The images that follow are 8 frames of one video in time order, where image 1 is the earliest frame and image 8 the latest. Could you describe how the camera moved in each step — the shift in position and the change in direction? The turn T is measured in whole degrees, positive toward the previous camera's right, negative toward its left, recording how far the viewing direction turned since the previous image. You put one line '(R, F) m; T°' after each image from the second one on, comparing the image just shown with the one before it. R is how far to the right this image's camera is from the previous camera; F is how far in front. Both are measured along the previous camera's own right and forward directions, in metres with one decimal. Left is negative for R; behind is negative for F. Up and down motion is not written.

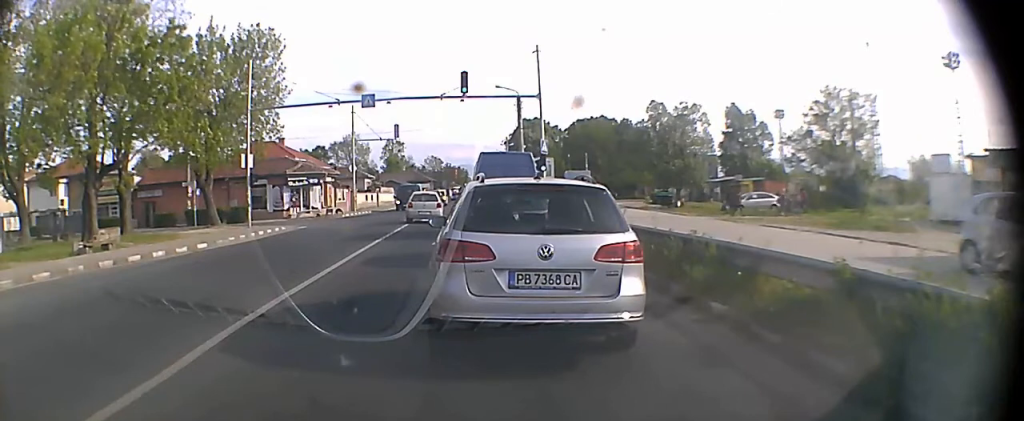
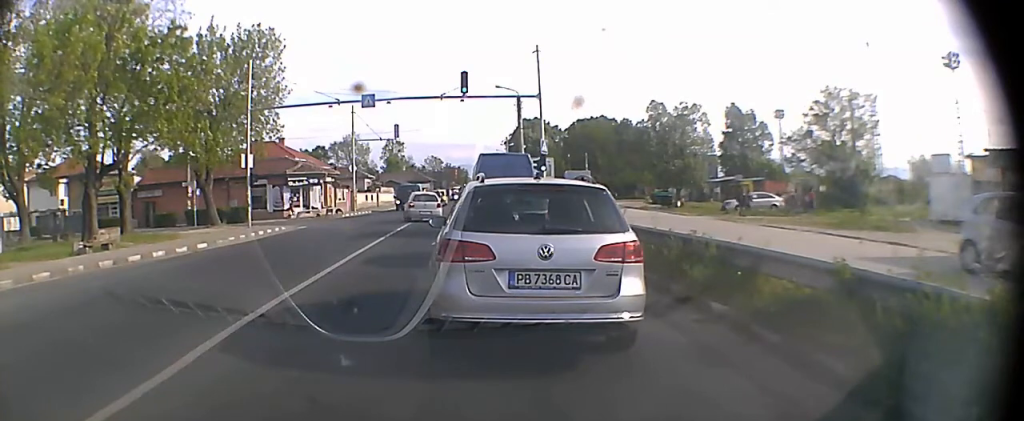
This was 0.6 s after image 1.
(0.0, 0.0) m; 0°
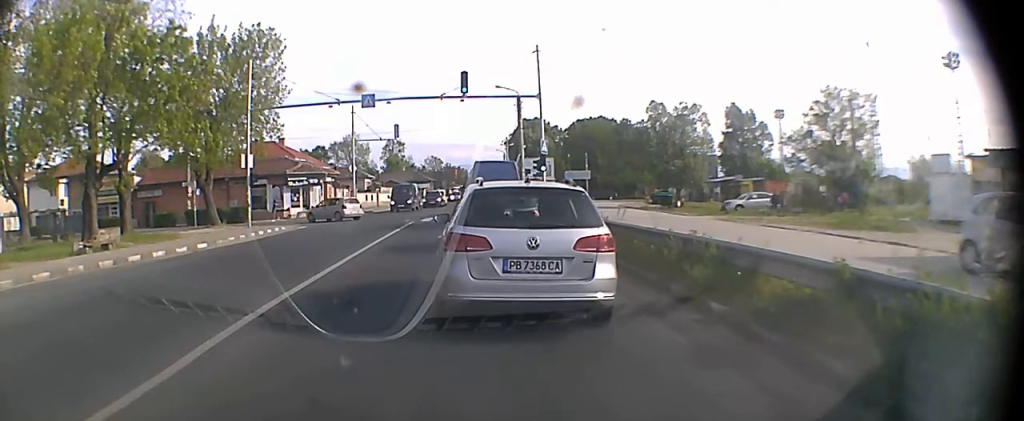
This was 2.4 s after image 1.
(0.0, +0.2) m; 0°
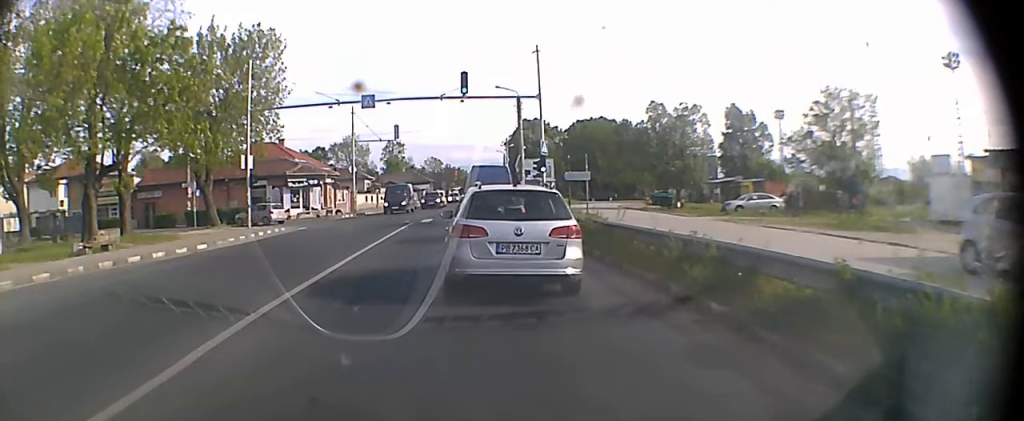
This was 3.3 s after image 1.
(0.0, +0.3) m; 0°
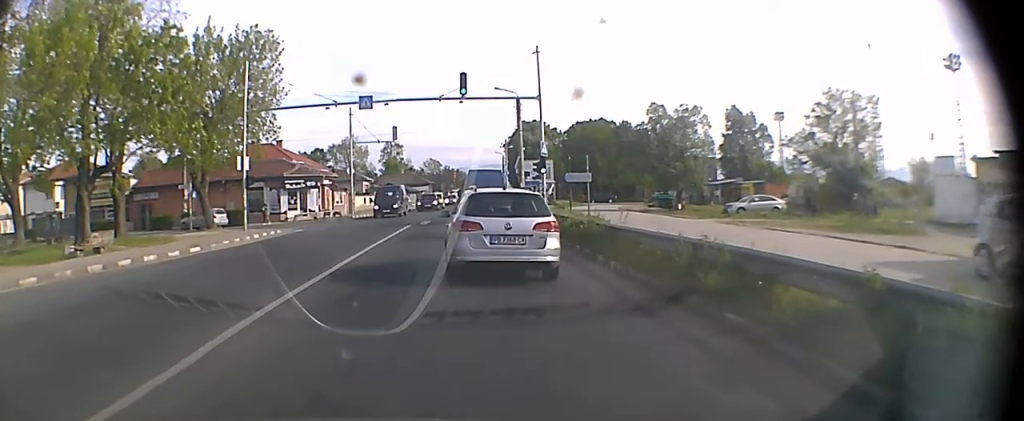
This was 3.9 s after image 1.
(0.0, +0.4) m; +1°
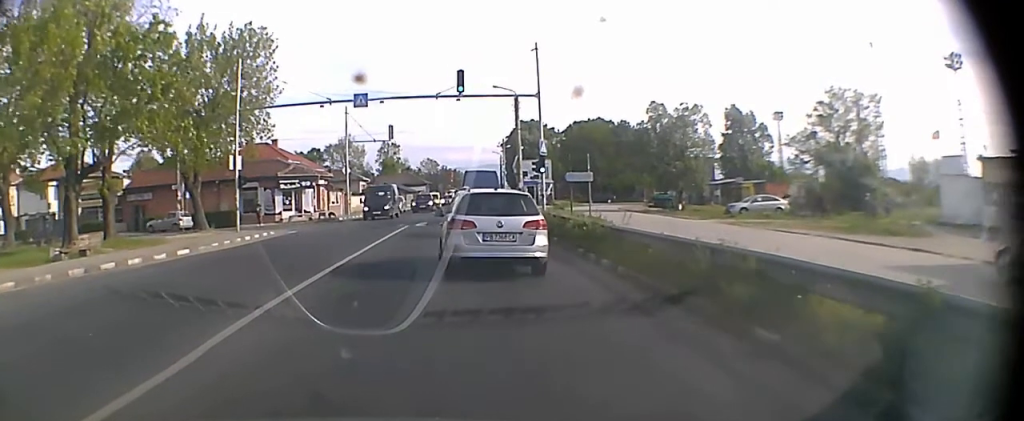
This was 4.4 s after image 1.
(0.0, +0.9) m; 0°
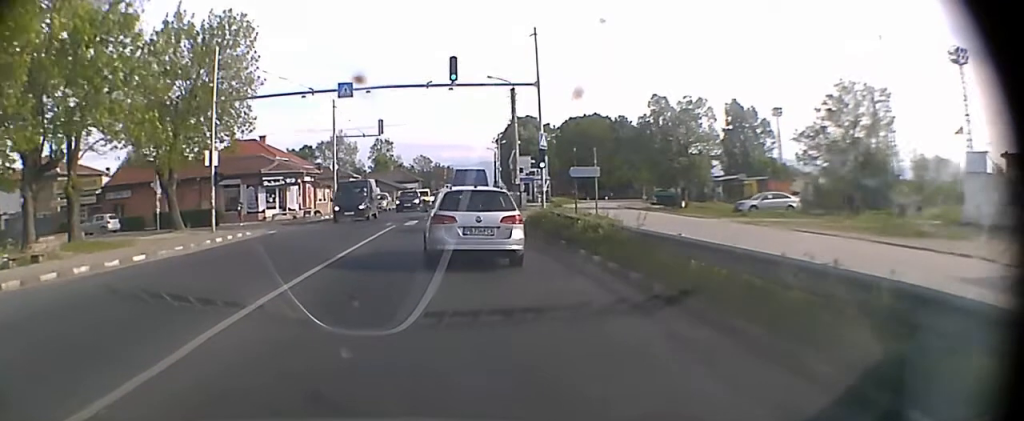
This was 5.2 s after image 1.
(0.0, +2.1) m; 0°
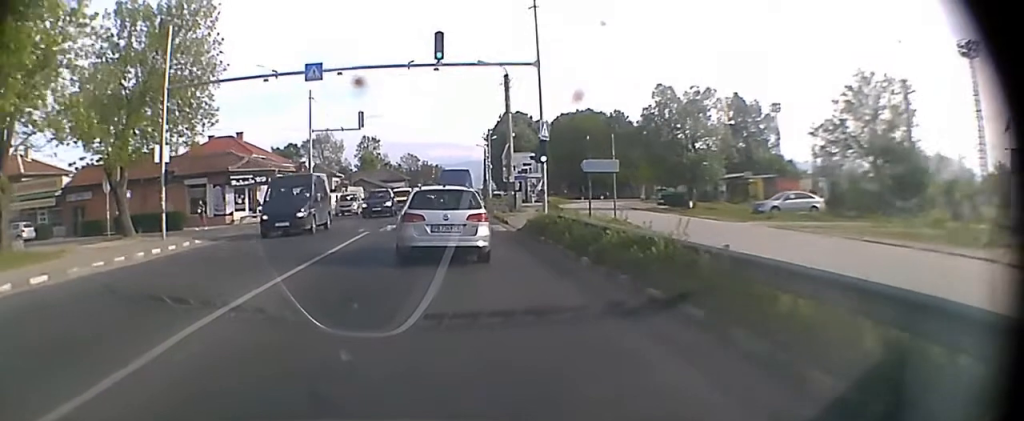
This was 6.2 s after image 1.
(0.0, +4.2) m; 0°
